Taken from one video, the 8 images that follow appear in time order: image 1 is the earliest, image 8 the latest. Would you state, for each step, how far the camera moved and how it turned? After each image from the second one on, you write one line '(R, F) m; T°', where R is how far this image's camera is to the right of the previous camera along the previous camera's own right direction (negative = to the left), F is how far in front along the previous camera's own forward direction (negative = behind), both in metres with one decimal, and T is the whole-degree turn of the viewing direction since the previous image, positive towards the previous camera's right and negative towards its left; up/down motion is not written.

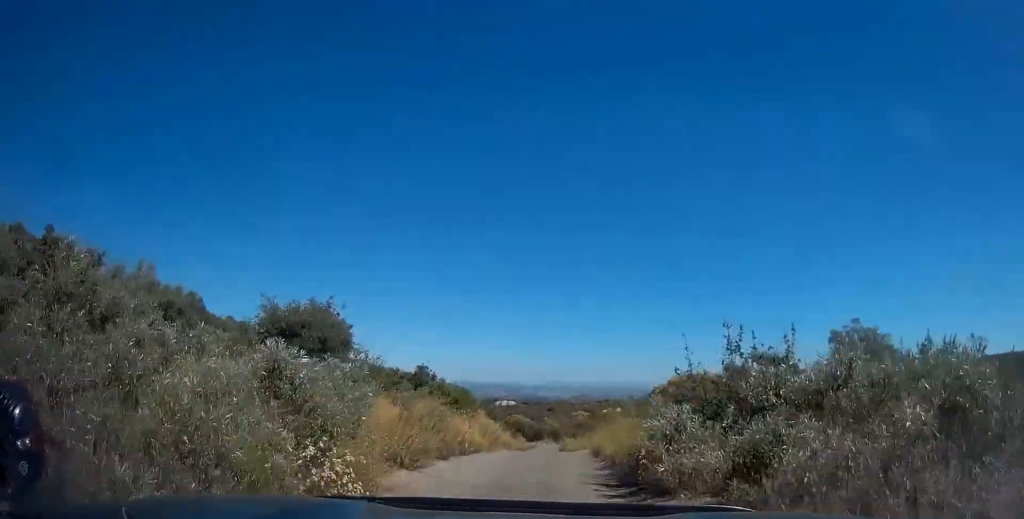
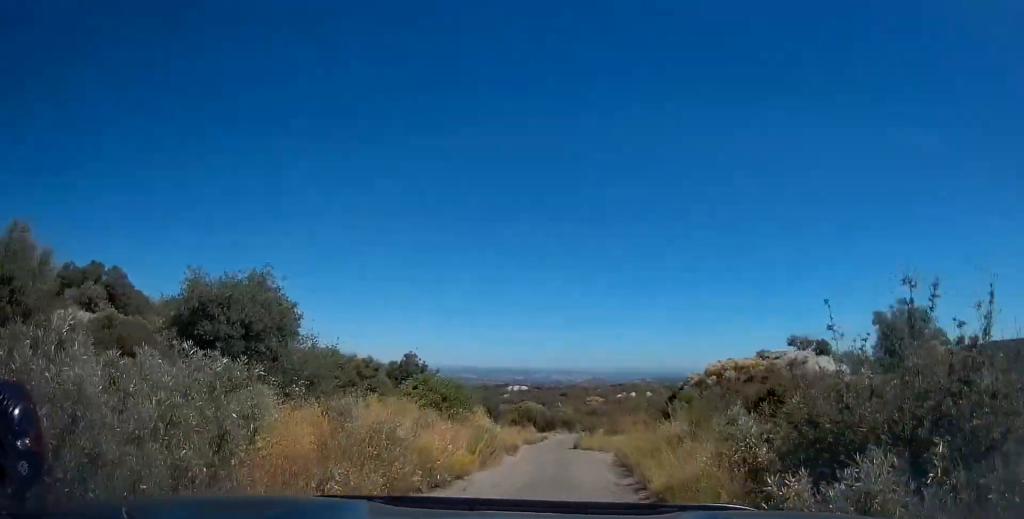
(-0.1, +5.2) m; -3°
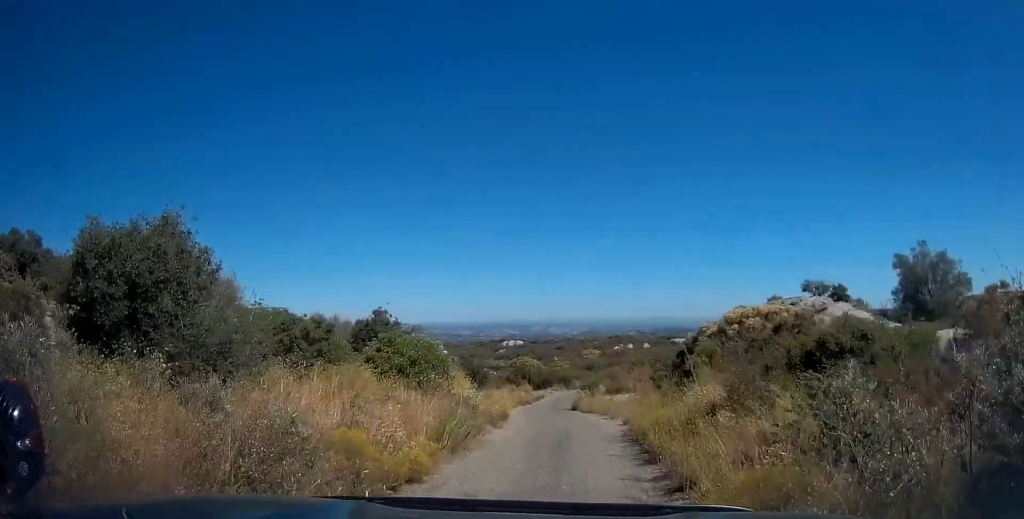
(+0.1, +3.8) m; -2°
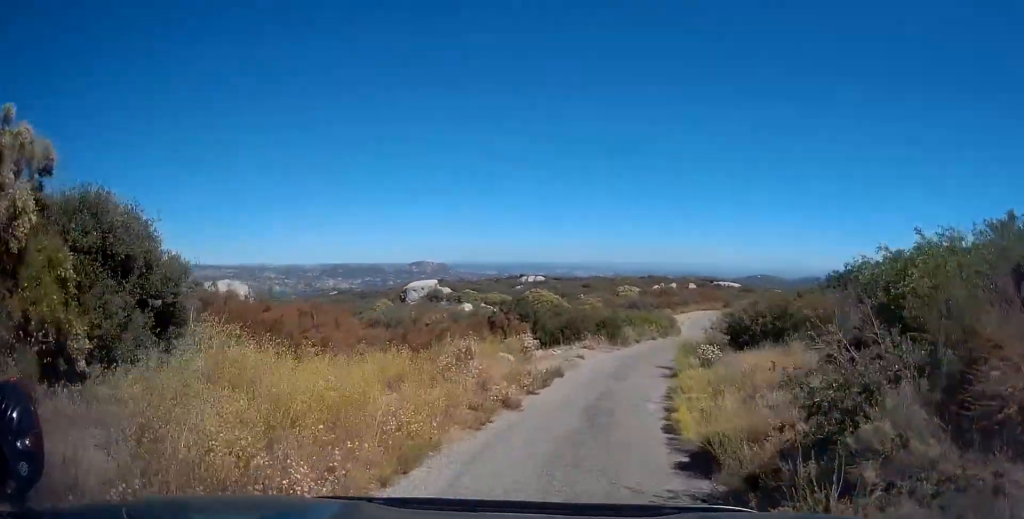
(-0.7, +28.1) m; -3°
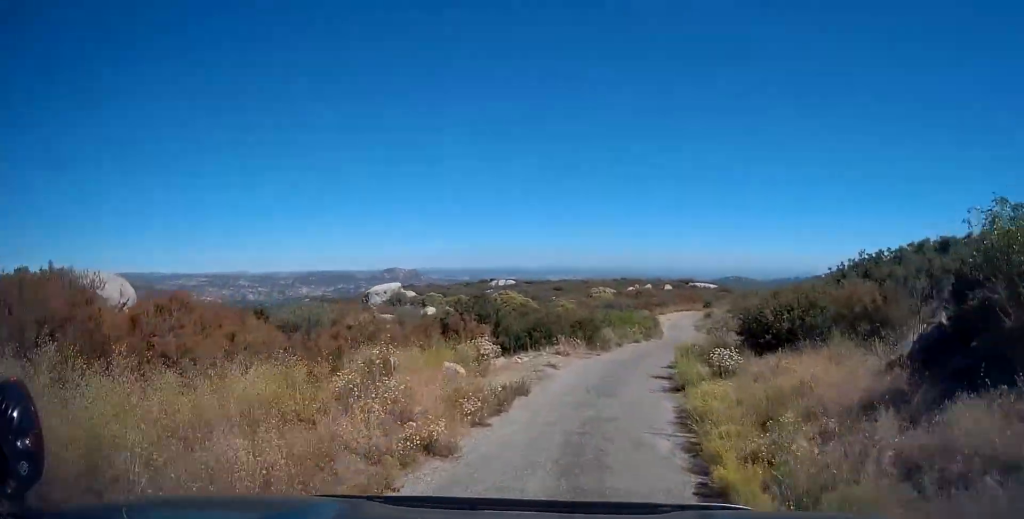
(-0.1, +4.3) m; +2°
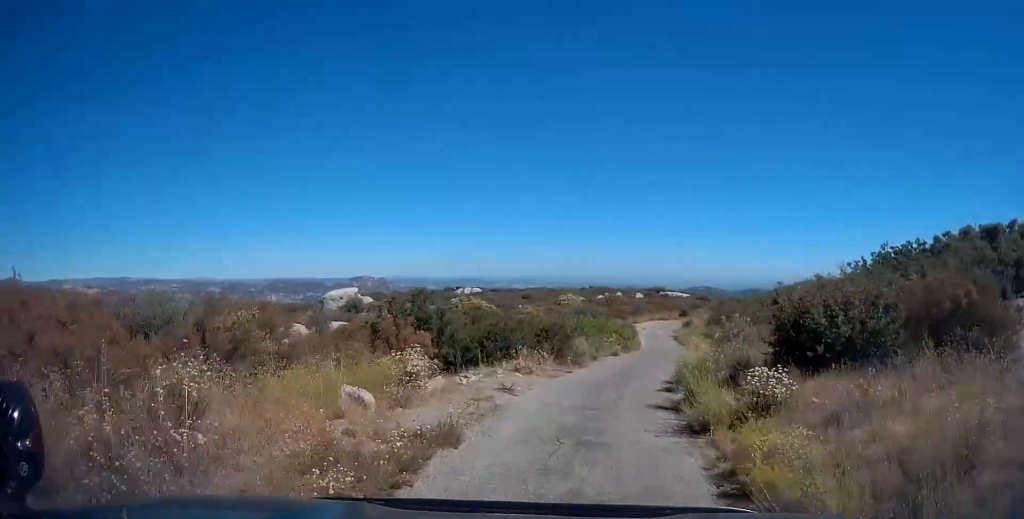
(+0.4, +4.5) m; +2°
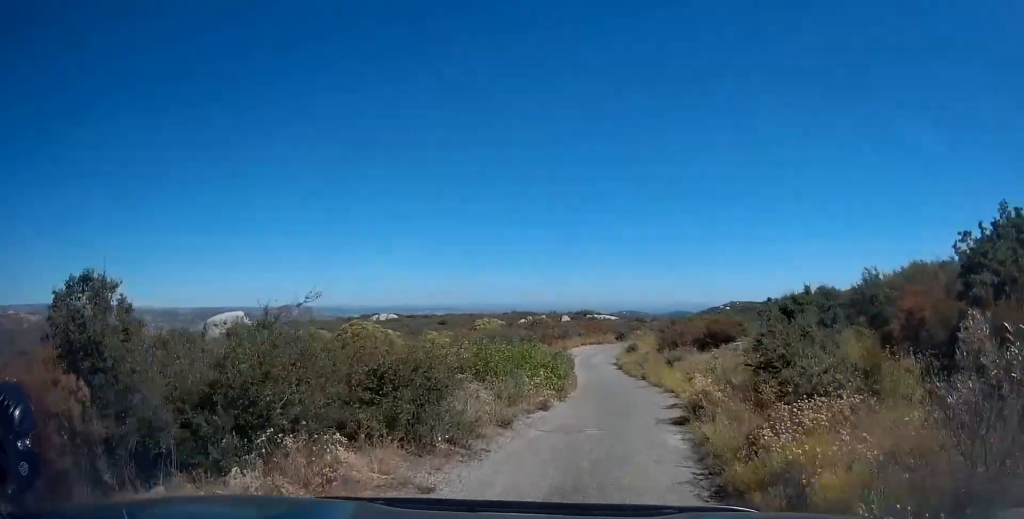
(+0.2, +11.1) m; +4°
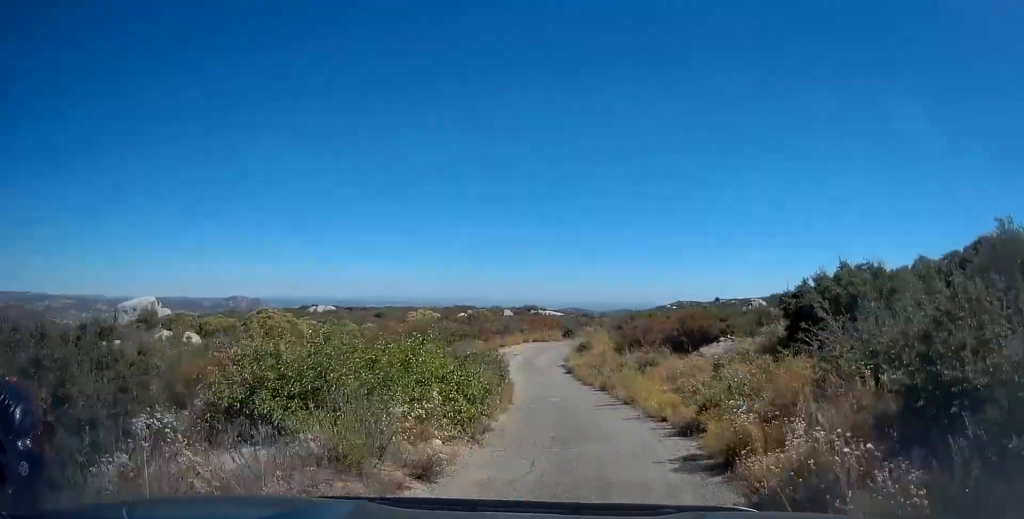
(+0.4, +7.8) m; +7°
